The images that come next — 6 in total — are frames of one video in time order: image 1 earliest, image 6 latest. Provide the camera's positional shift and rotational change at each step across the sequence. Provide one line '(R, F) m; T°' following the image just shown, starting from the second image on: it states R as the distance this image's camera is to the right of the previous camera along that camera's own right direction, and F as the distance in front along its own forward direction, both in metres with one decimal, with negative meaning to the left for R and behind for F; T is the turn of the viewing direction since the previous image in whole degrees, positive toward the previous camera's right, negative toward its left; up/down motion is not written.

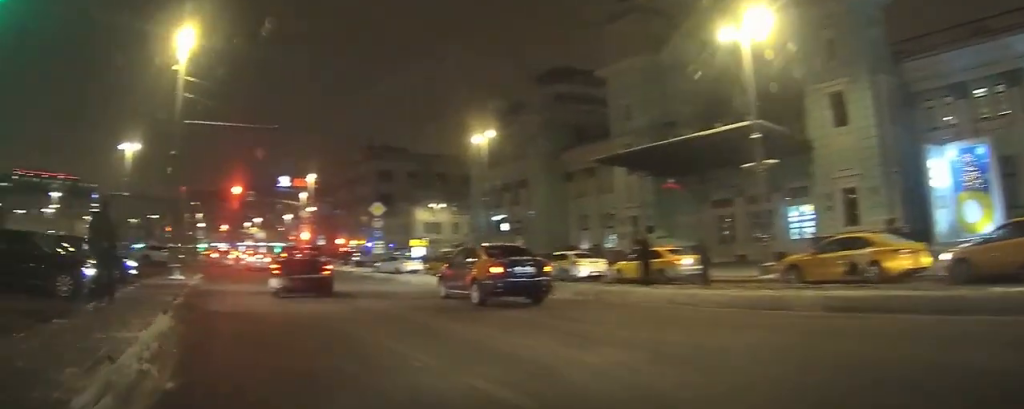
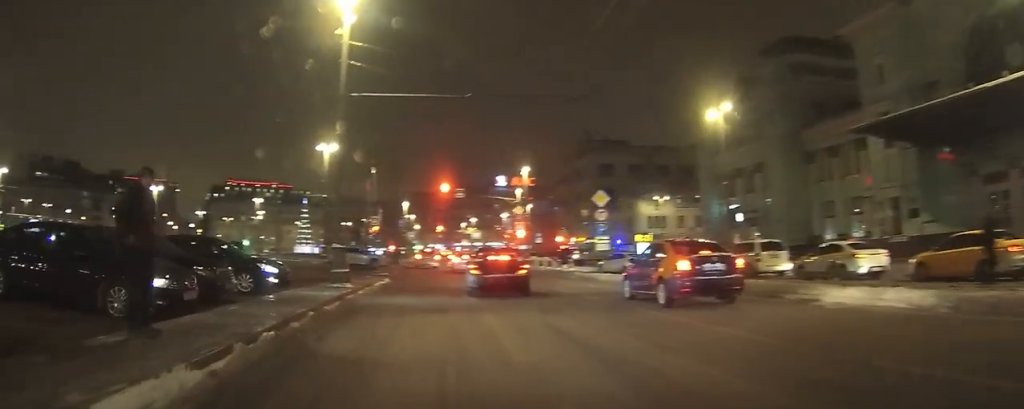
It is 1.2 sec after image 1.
(-0.8, +4.8) m; -16°
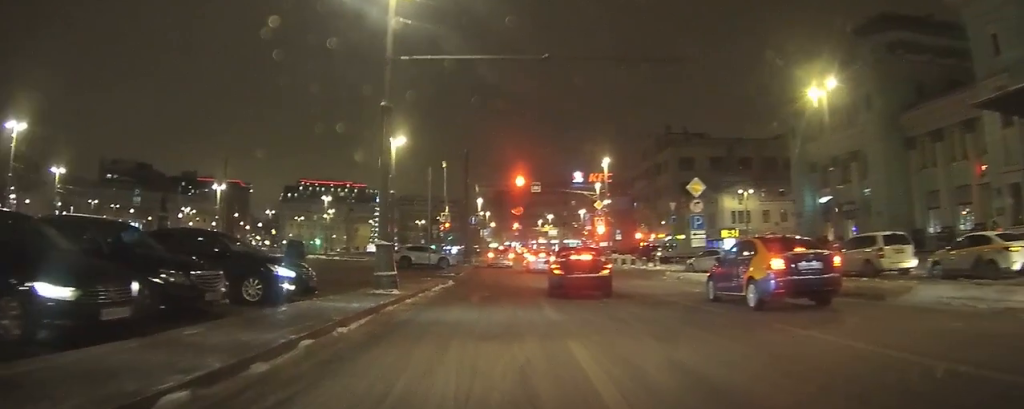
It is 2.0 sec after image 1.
(-0.3, +3.8) m; -5°
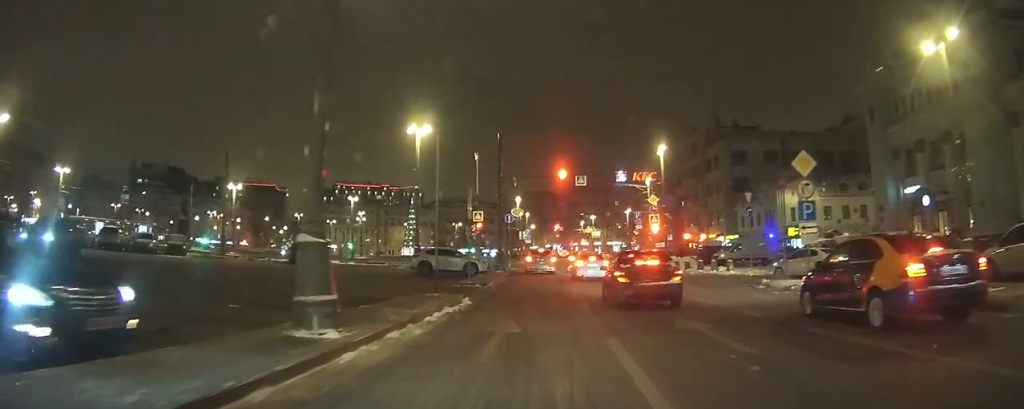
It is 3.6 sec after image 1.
(-0.5, +7.8) m; -8°
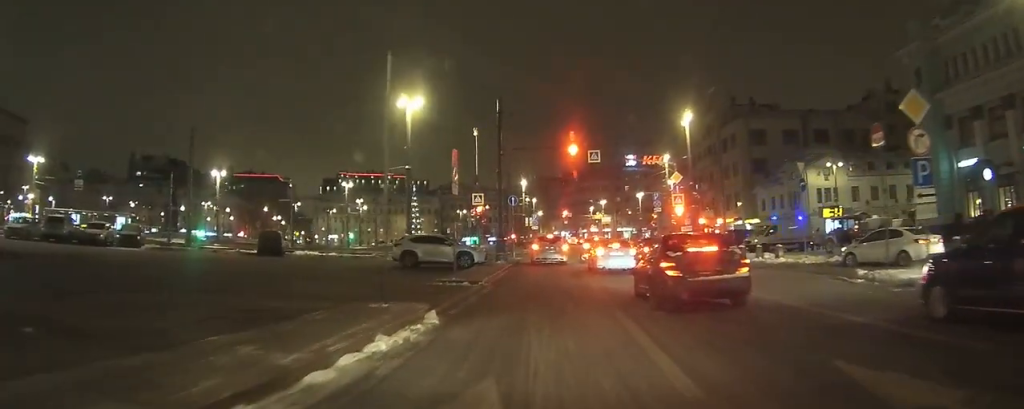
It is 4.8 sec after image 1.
(-0.3, +6.0) m; -4°
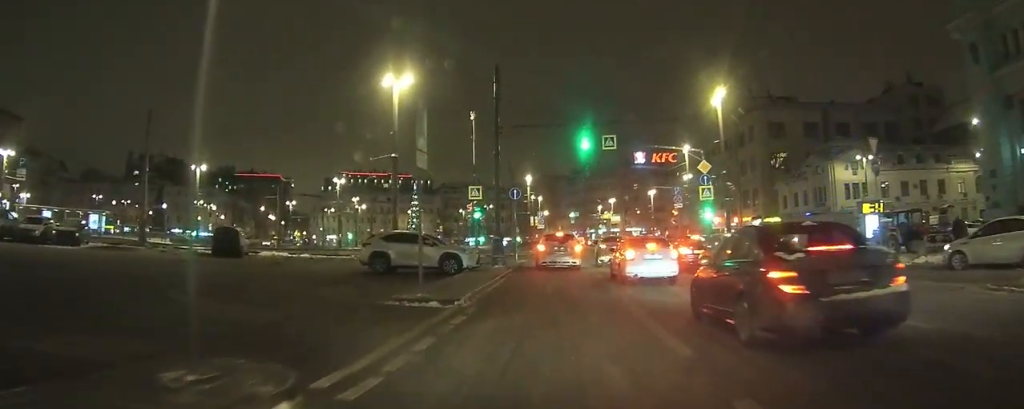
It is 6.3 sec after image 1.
(0.0, +6.1) m; 0°
